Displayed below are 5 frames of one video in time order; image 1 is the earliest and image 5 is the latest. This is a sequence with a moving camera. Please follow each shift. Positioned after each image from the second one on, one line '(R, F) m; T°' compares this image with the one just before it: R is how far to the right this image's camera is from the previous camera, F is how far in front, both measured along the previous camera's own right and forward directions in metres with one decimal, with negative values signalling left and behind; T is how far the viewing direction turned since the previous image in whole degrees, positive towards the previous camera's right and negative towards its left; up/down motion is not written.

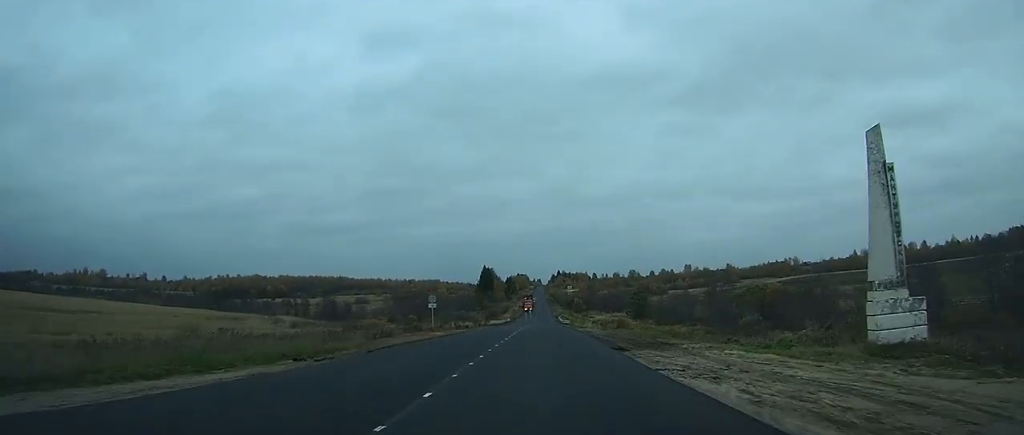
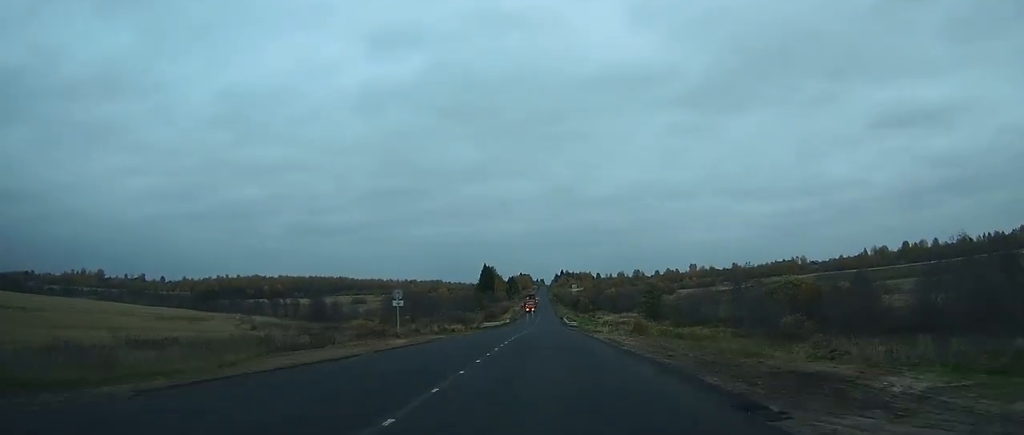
(0.0, +11.5) m; 0°
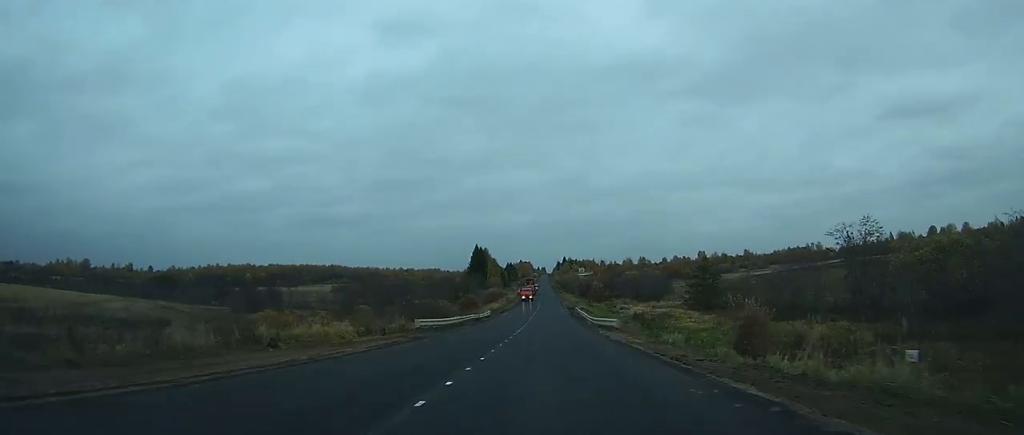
(0.0, +39.6) m; 0°
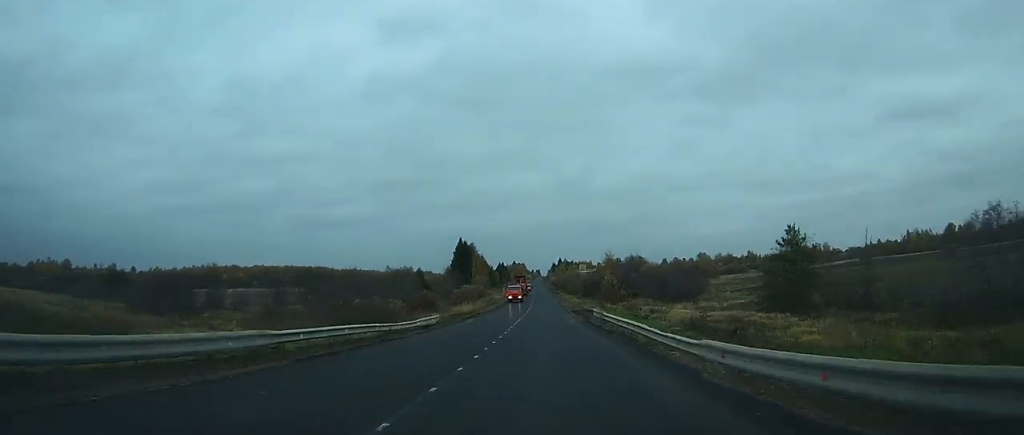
(0.0, +34.7) m; 0°
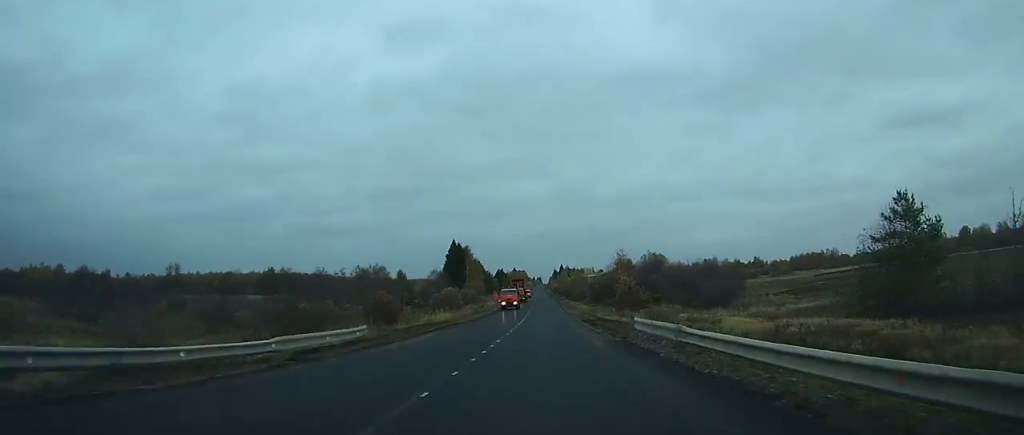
(+0.1, +19.3) m; 0°
